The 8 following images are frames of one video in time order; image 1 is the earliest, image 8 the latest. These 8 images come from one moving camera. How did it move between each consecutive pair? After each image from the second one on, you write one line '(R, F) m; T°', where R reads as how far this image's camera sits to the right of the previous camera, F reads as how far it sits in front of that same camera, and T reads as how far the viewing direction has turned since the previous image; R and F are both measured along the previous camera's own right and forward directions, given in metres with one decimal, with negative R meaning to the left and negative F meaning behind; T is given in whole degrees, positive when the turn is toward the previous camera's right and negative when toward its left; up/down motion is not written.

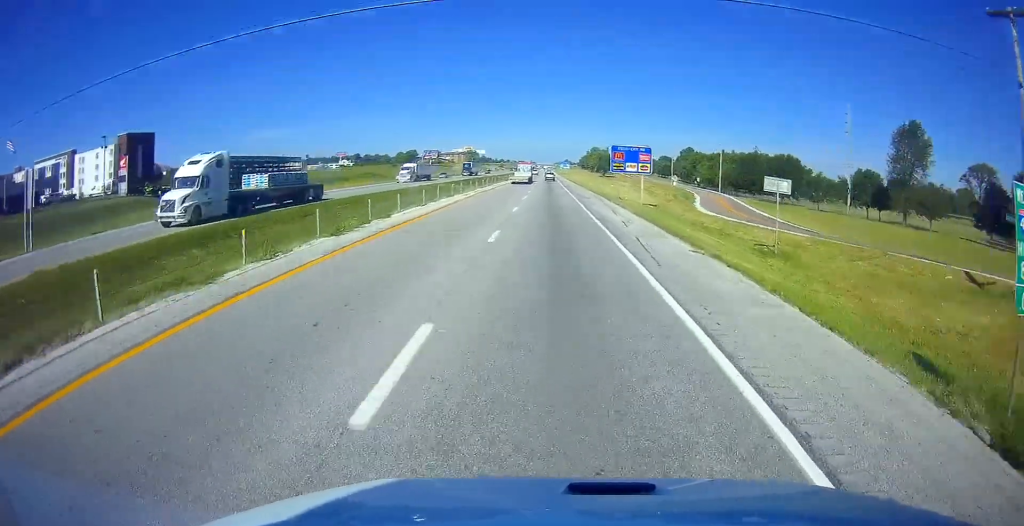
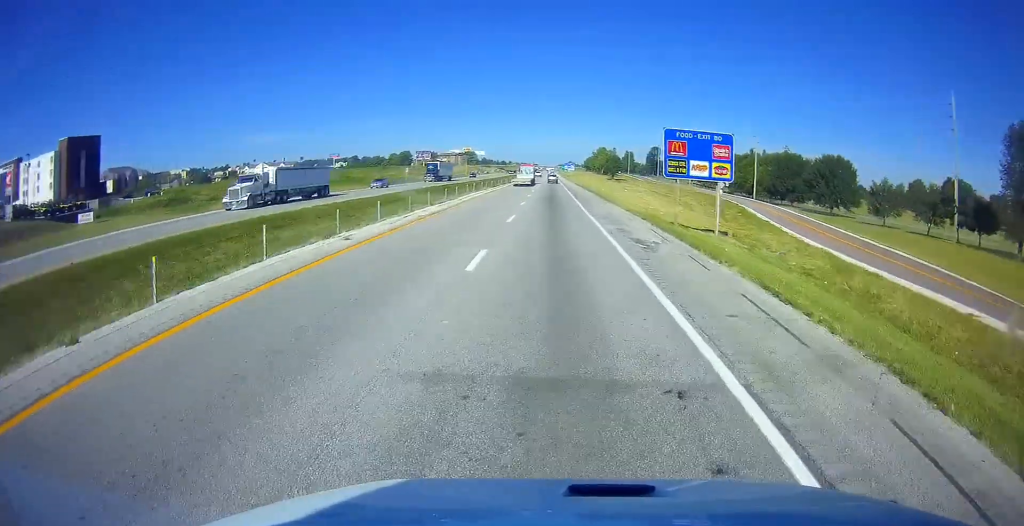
(0.0, +28.8) m; 0°
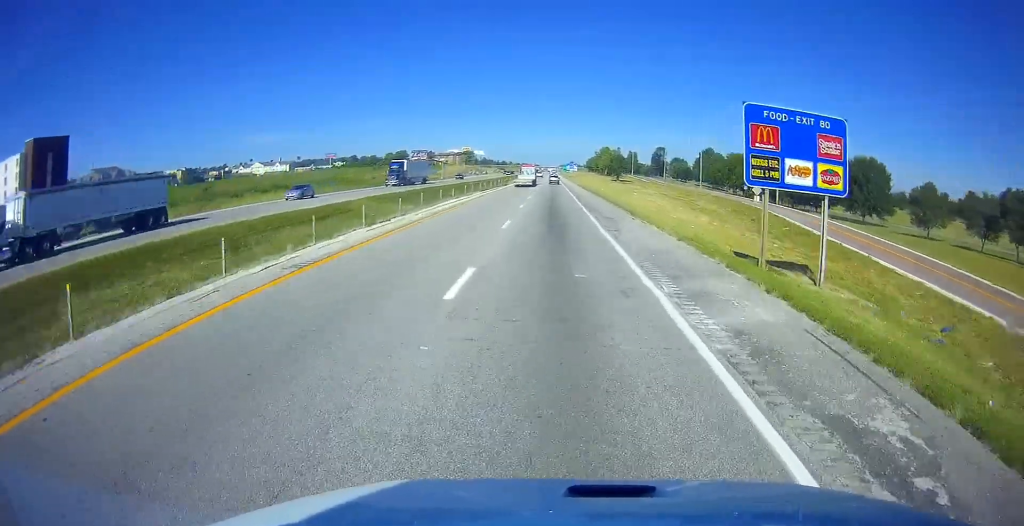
(0.0, +14.9) m; 0°
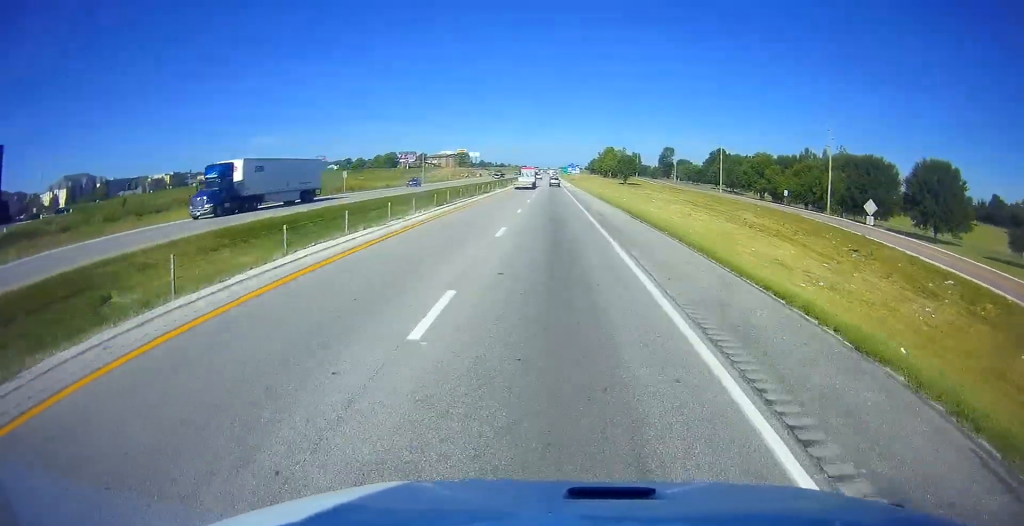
(0.0, +26.8) m; 0°
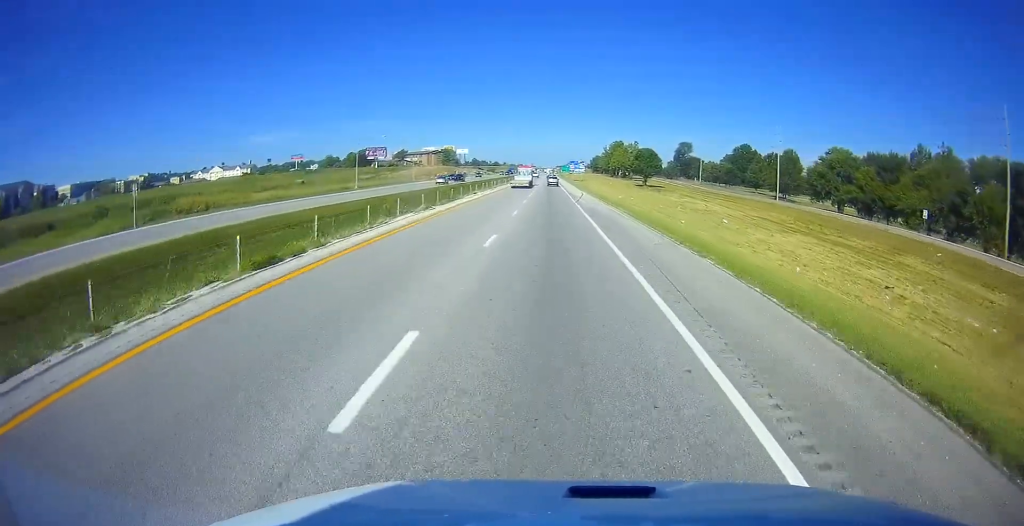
(0.0, +51.7) m; 0°
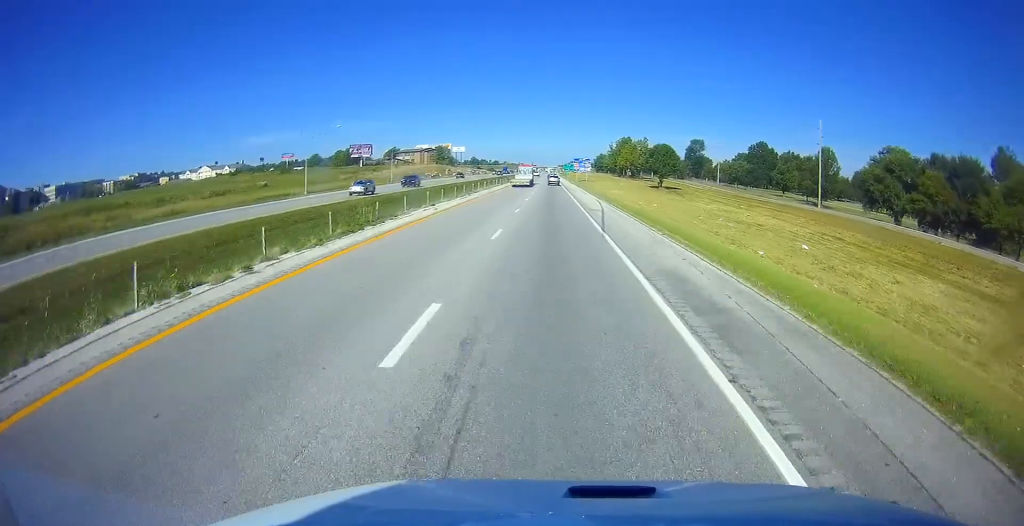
(0.0, +22.8) m; 0°
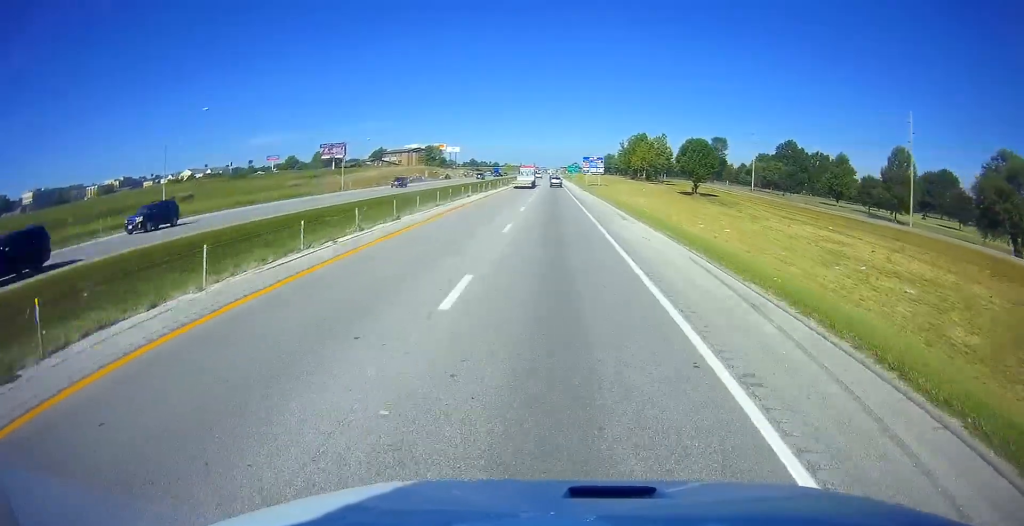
(0.0, +33.6) m; 0°
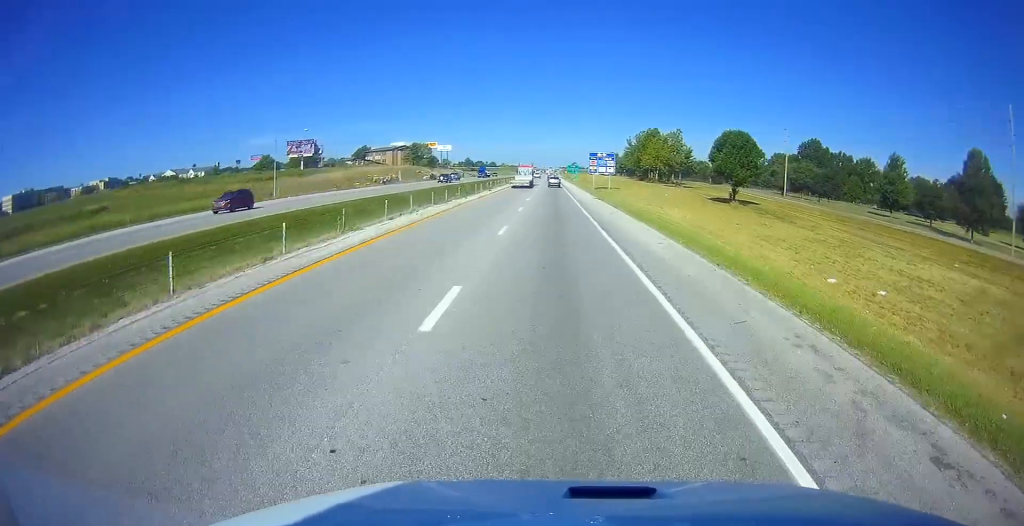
(+0.1, +25.7) m; 0°
